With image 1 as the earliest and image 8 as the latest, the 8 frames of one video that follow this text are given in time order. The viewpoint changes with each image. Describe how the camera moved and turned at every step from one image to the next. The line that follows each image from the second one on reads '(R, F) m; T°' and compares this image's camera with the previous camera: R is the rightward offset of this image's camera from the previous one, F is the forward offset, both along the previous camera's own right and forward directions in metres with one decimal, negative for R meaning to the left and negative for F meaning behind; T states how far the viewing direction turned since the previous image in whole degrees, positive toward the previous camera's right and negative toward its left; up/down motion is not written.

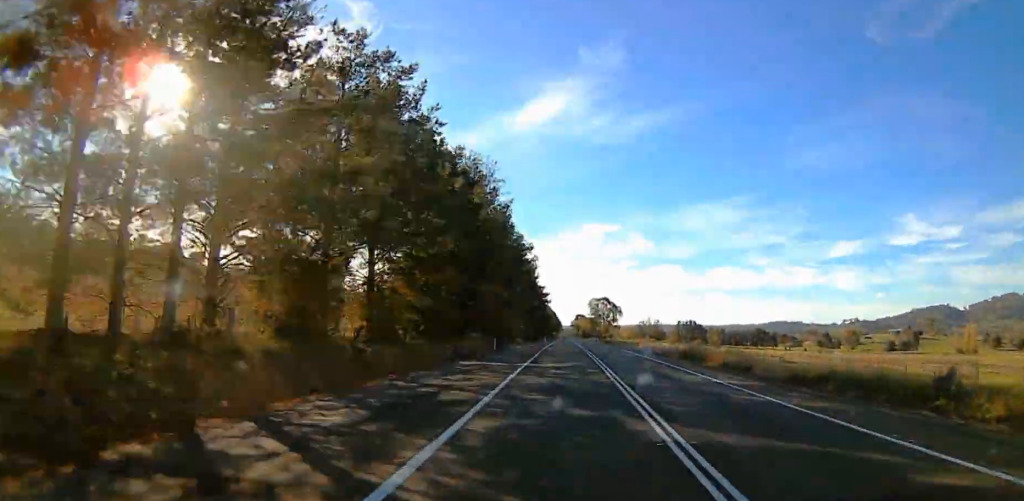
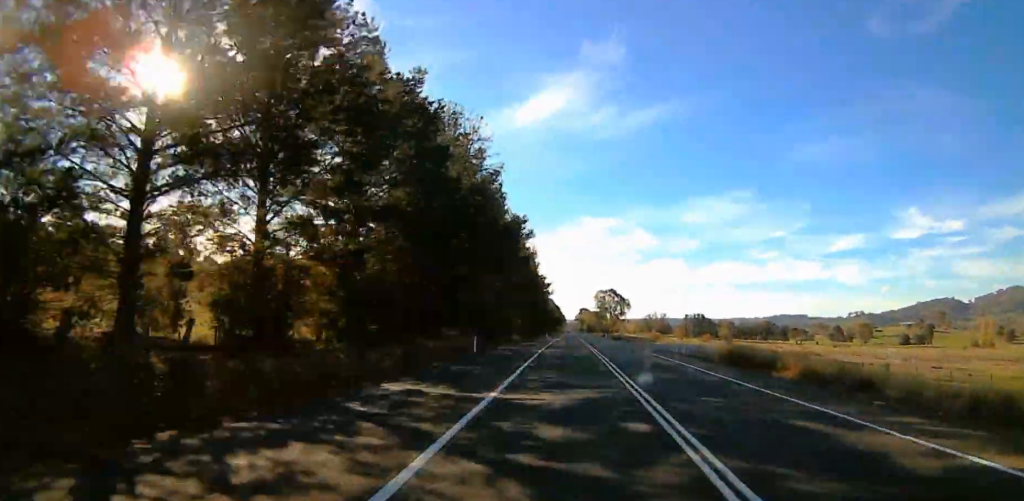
(0.0, +16.3) m; 0°
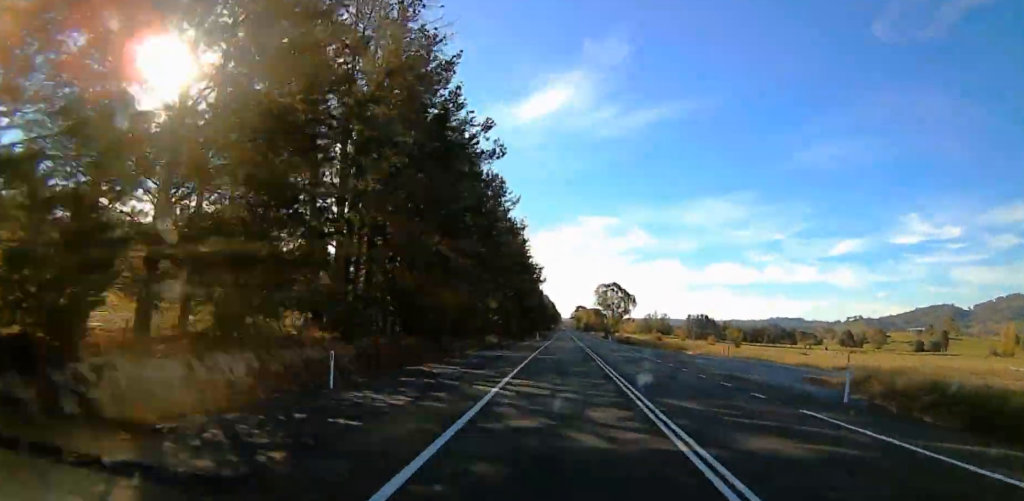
(0.0, +29.6) m; 0°
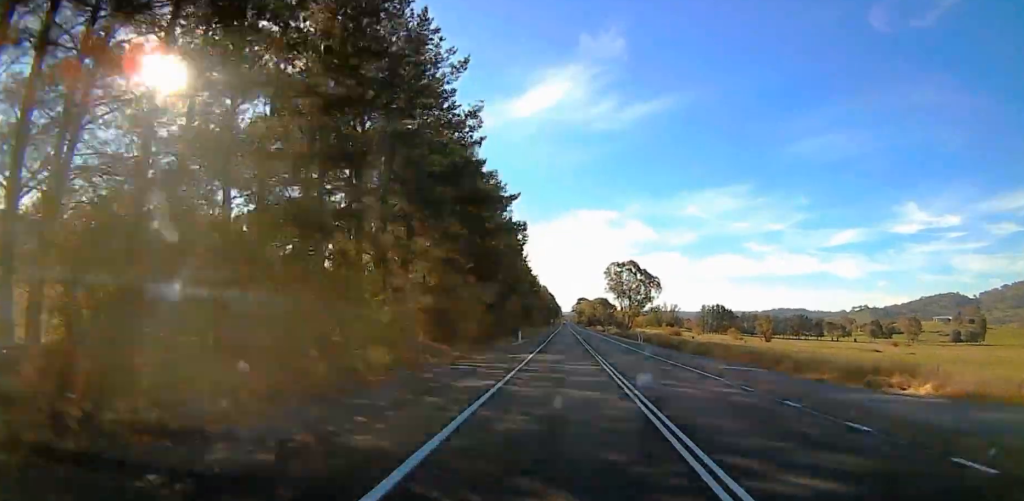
(0.0, +46.5) m; 0°
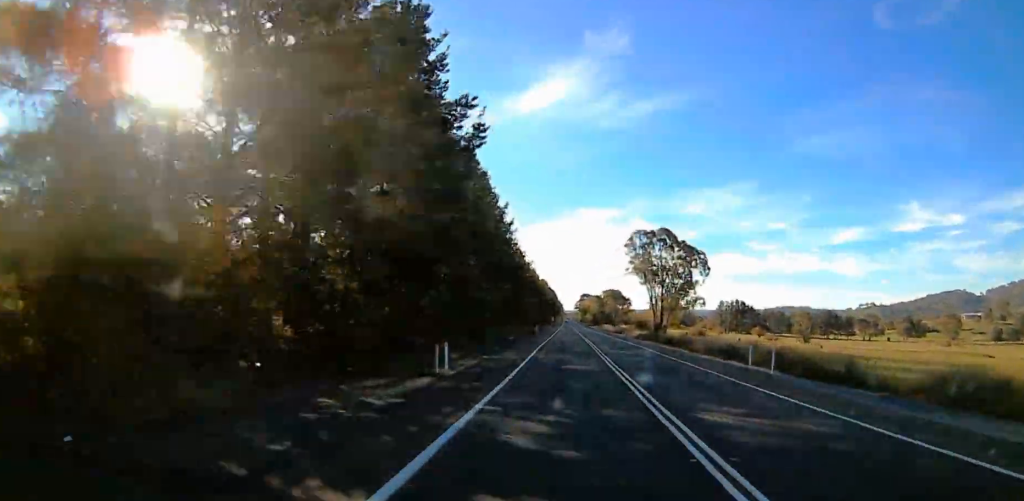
(0.0, +42.2) m; 0°
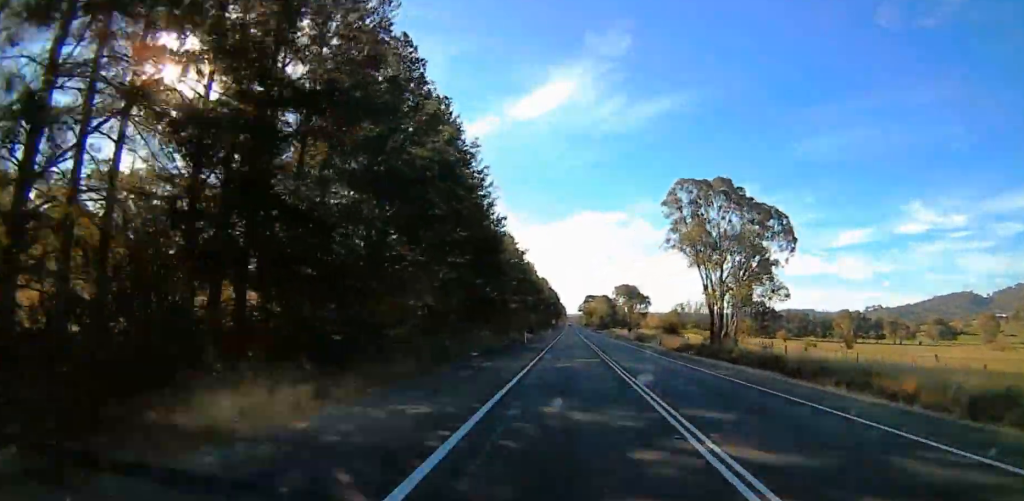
(0.0, +32.3) m; 0°
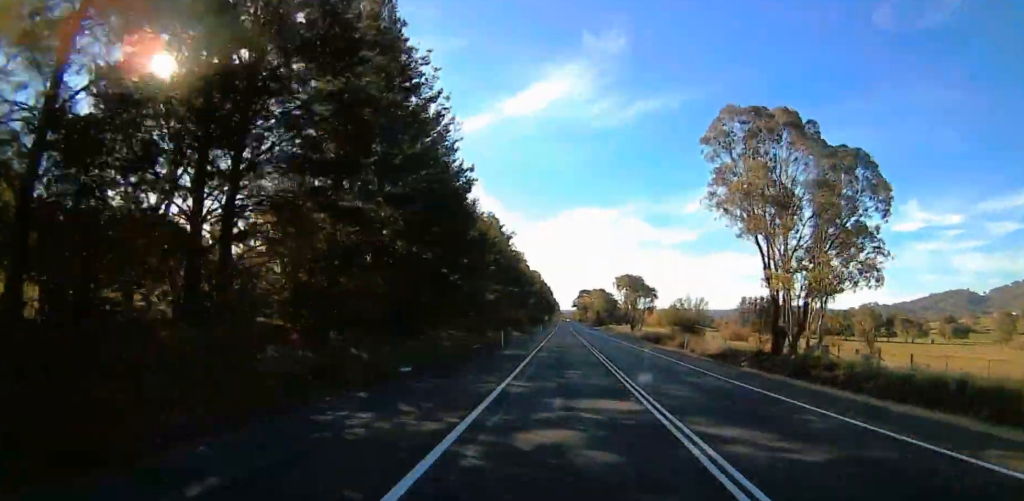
(0.0, +17.7) m; 0°
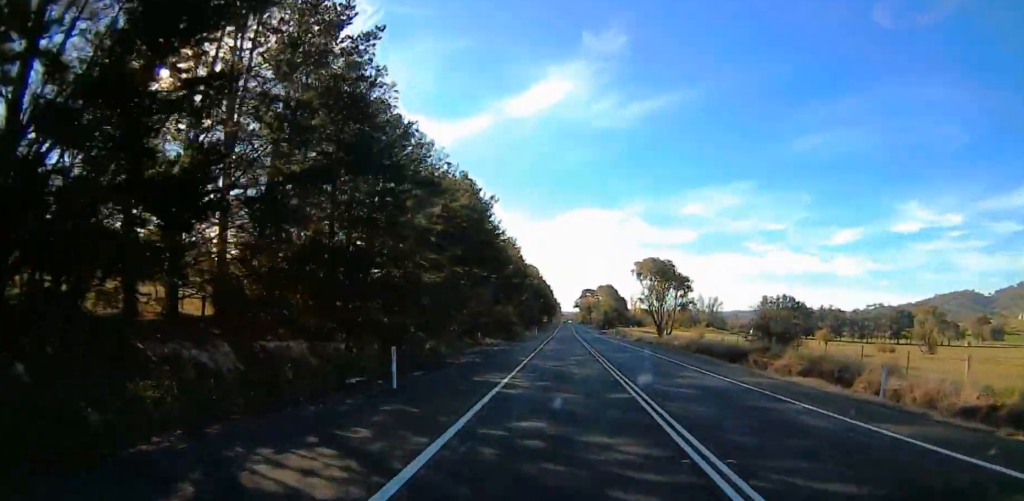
(0.0, +29.9) m; 0°
